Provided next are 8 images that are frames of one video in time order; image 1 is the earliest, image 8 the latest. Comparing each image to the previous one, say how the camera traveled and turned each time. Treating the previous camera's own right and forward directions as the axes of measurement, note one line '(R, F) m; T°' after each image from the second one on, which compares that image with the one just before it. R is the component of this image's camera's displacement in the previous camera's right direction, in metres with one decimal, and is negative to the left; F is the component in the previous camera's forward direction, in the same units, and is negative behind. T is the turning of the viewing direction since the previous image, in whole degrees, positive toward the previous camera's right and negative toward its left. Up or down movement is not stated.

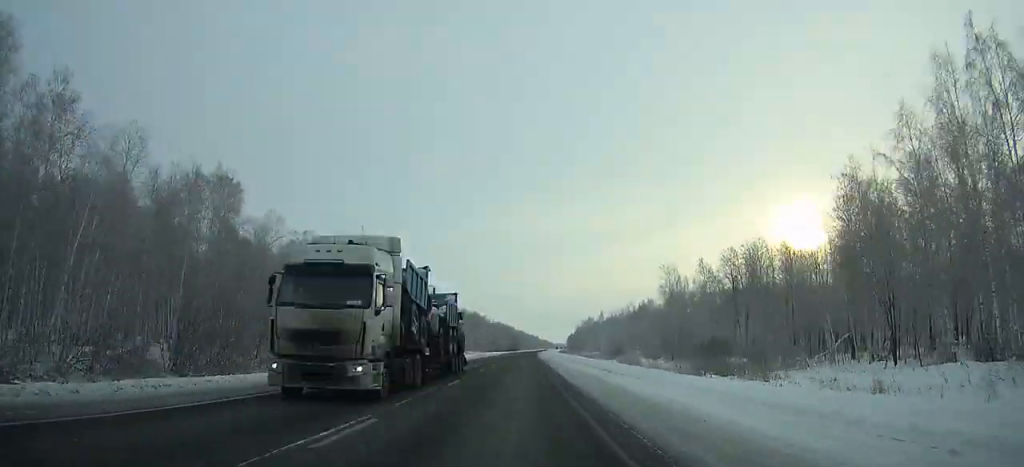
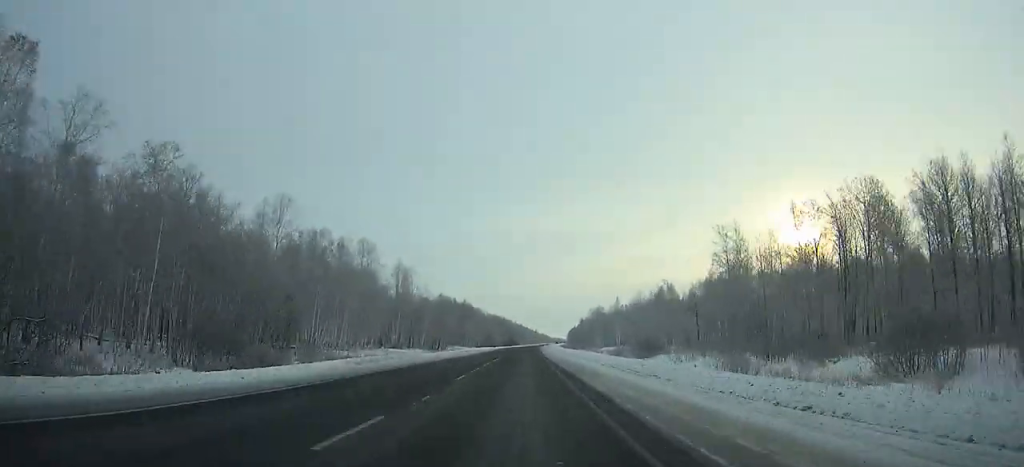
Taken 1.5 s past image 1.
(0.0, +36.3) m; +1°
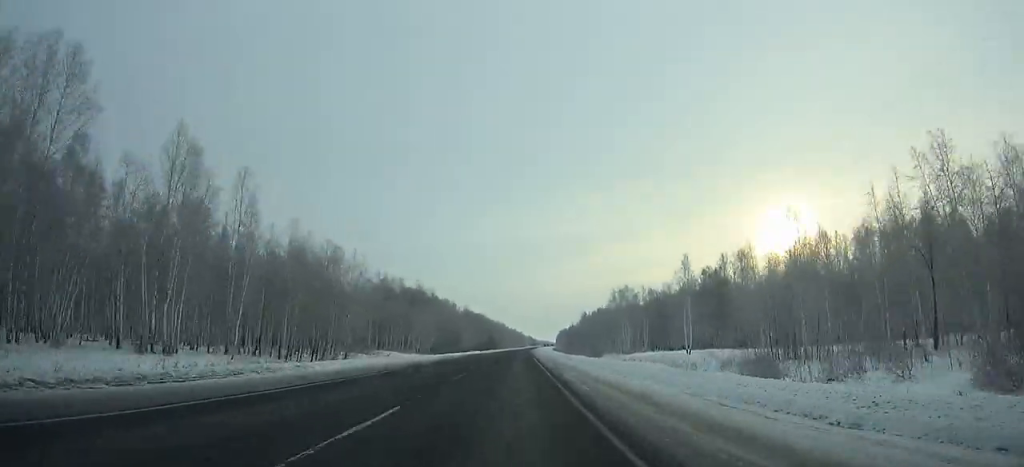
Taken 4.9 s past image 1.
(+2.6, +81.9) m; +3°
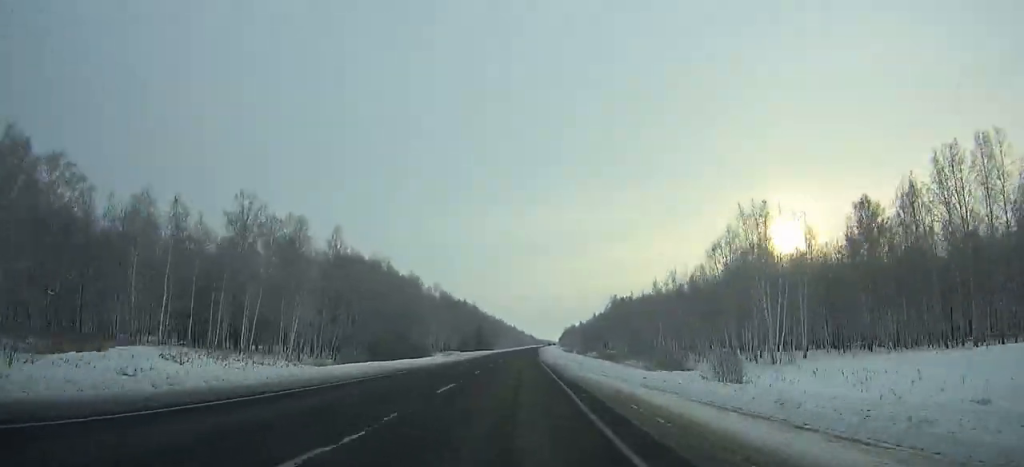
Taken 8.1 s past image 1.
(+0.7, +76.6) m; -4°
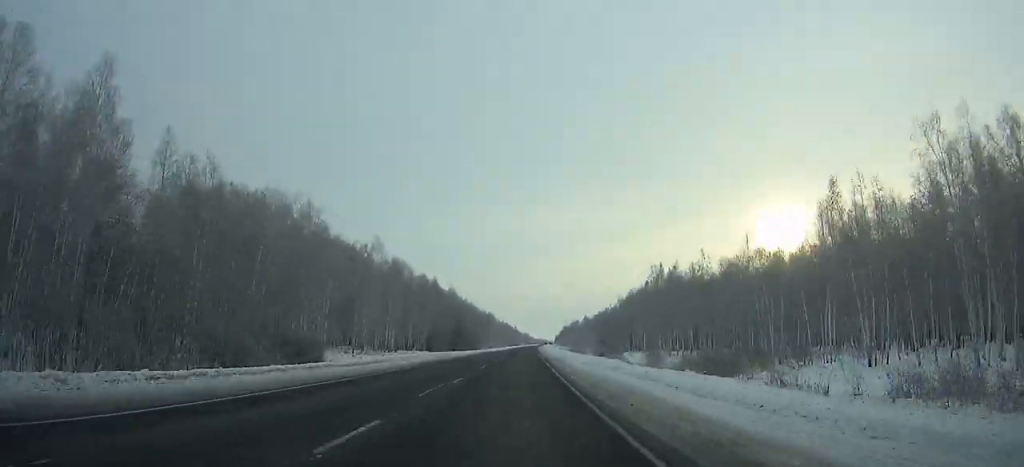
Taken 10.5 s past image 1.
(-5.7, +57.5) m; -2°
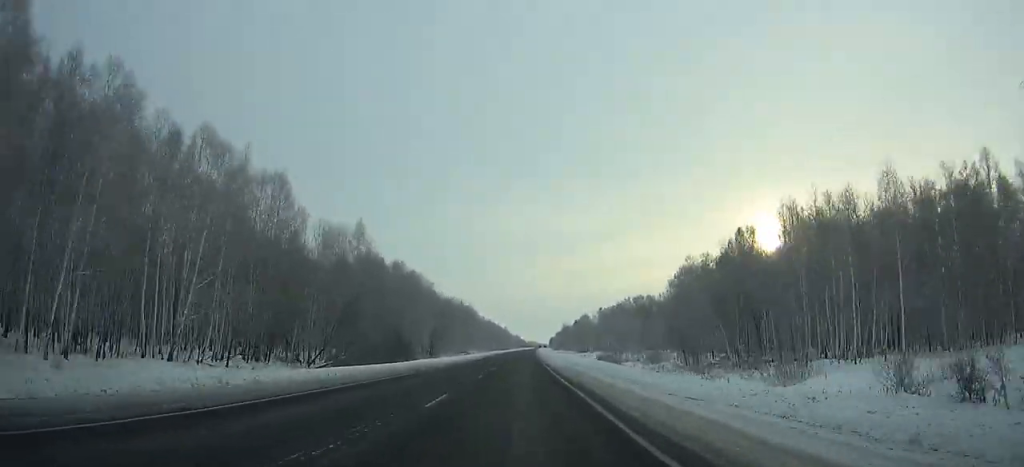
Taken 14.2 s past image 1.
(+6.6, +89.2) m; +4°
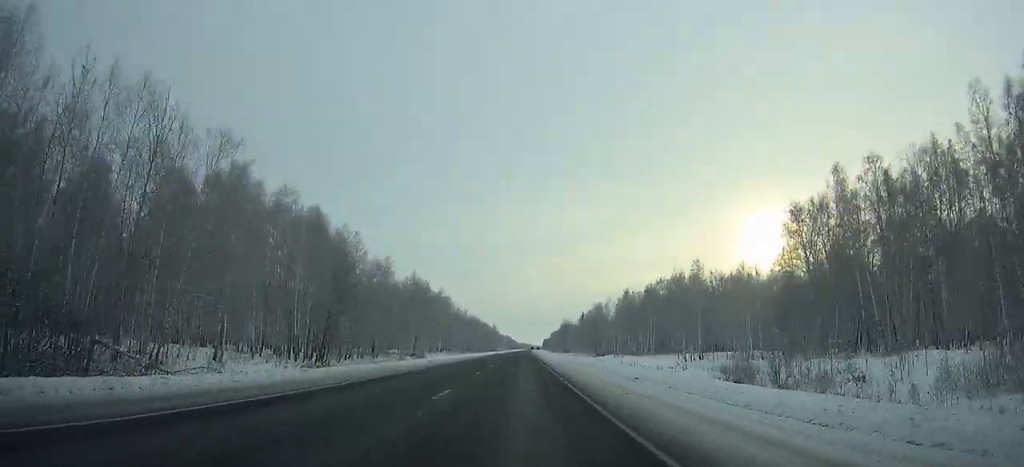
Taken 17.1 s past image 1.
(+0.3, +70.5) m; 0°
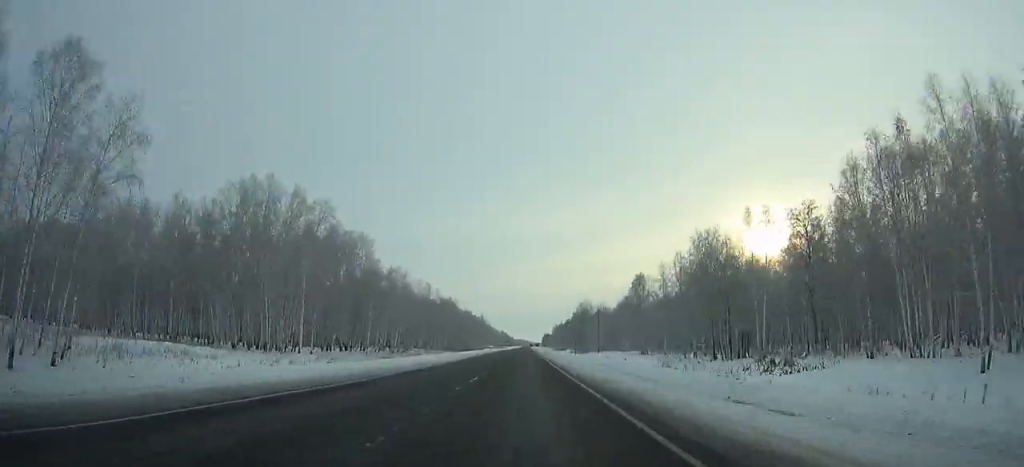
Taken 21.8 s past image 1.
(+0.3, +115.0) m; 0°
